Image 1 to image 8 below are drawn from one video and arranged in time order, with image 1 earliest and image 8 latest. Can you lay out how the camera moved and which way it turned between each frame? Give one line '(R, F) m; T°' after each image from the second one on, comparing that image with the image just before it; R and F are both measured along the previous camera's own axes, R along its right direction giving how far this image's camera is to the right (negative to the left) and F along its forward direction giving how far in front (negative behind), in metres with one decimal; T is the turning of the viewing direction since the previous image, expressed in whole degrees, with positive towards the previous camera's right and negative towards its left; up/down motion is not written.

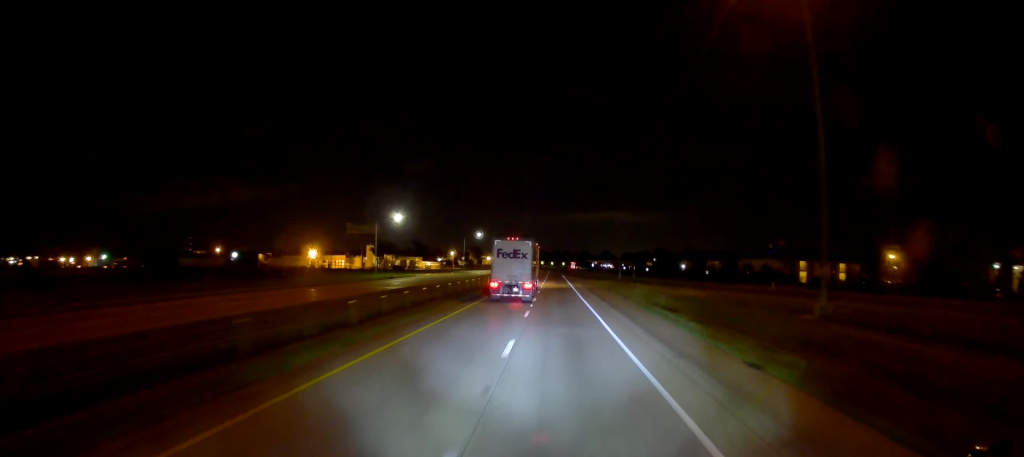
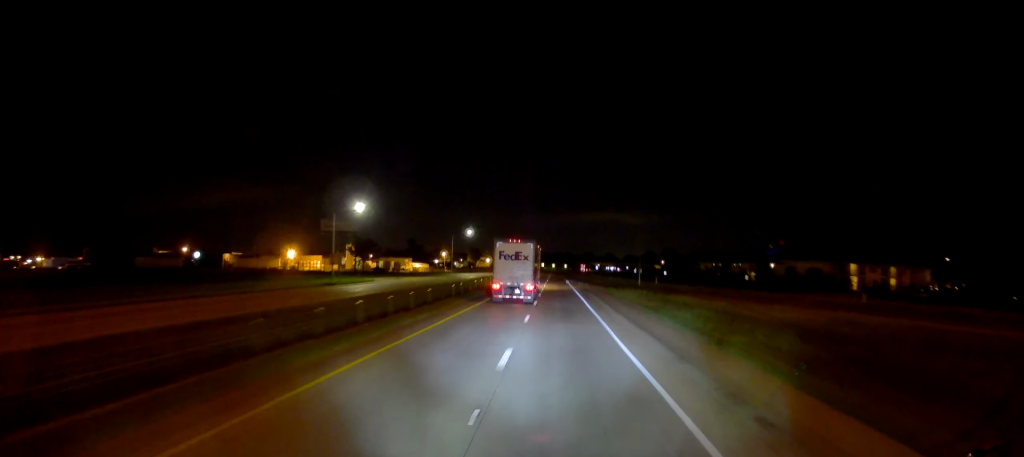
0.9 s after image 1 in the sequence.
(-0.2, +26.4) m; 0°
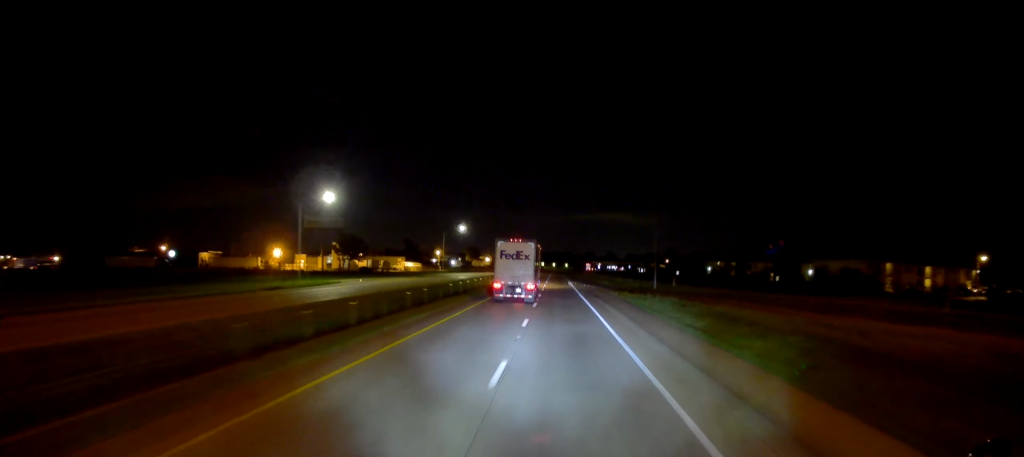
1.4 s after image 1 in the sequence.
(0.0, +14.8) m; 0°
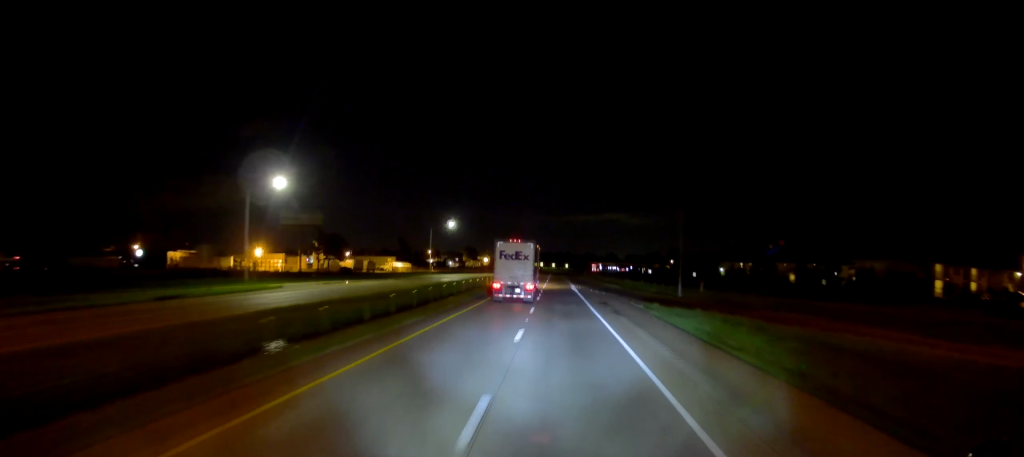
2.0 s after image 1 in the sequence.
(0.0, +15.8) m; 0°
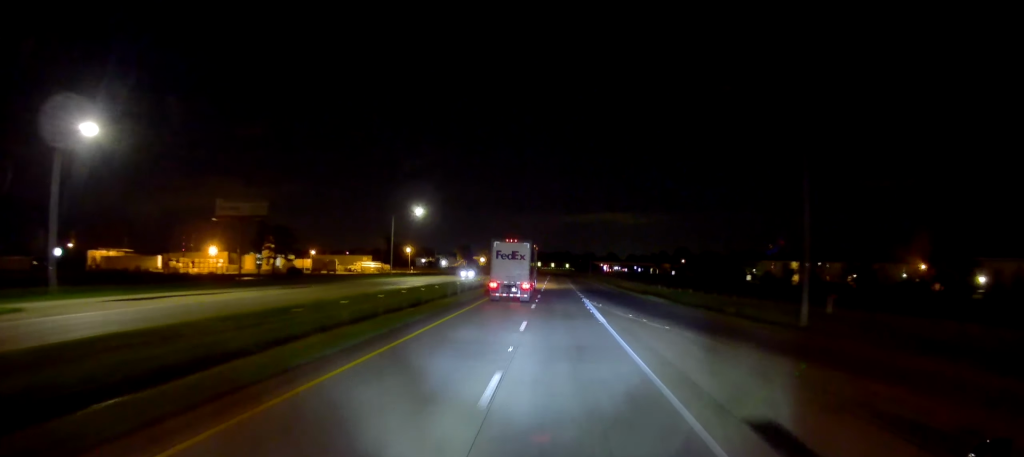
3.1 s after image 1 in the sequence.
(+0.1, +33.8) m; +1°
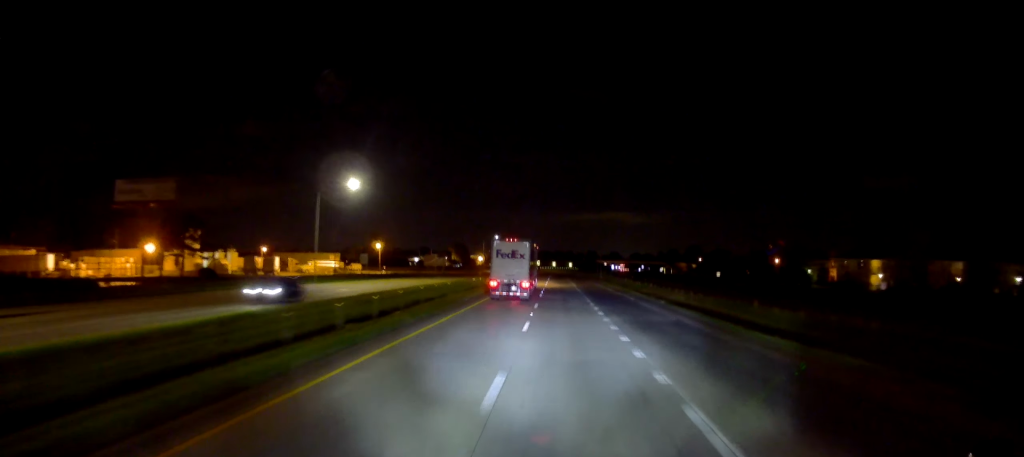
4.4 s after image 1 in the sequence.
(+0.1, +36.7) m; 0°
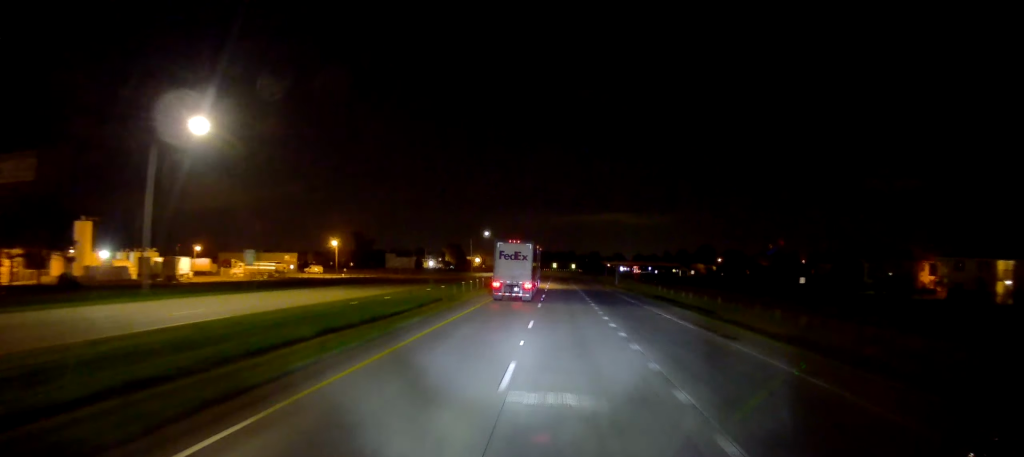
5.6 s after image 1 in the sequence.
(+0.1, +34.2) m; 0°
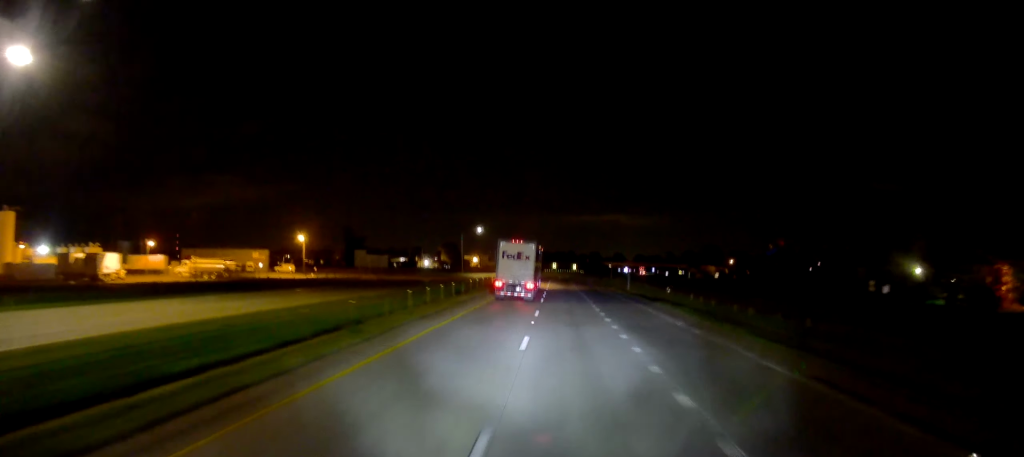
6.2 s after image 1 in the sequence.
(-0.1, +18.0) m; 0°
